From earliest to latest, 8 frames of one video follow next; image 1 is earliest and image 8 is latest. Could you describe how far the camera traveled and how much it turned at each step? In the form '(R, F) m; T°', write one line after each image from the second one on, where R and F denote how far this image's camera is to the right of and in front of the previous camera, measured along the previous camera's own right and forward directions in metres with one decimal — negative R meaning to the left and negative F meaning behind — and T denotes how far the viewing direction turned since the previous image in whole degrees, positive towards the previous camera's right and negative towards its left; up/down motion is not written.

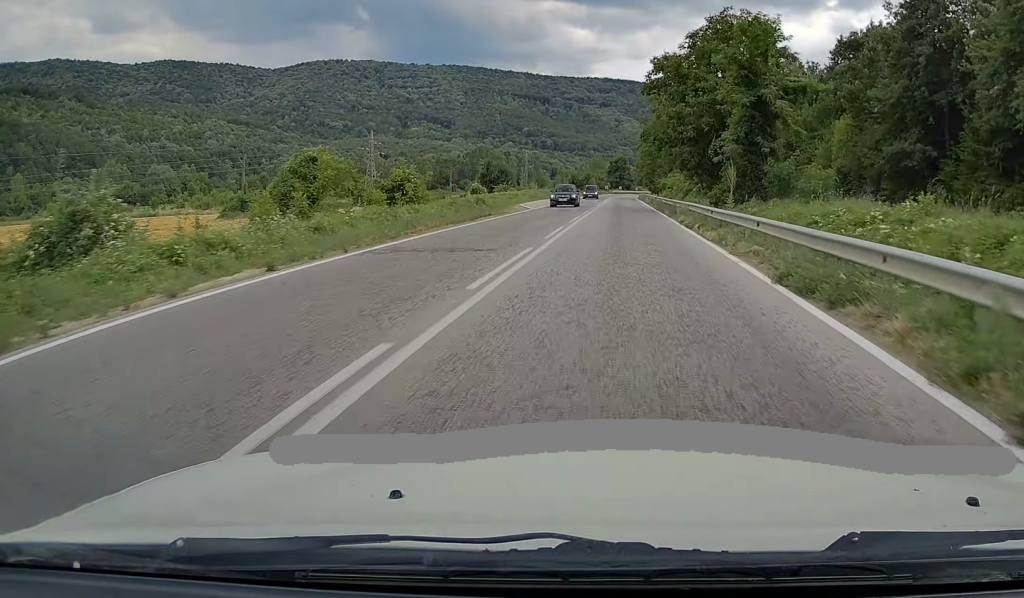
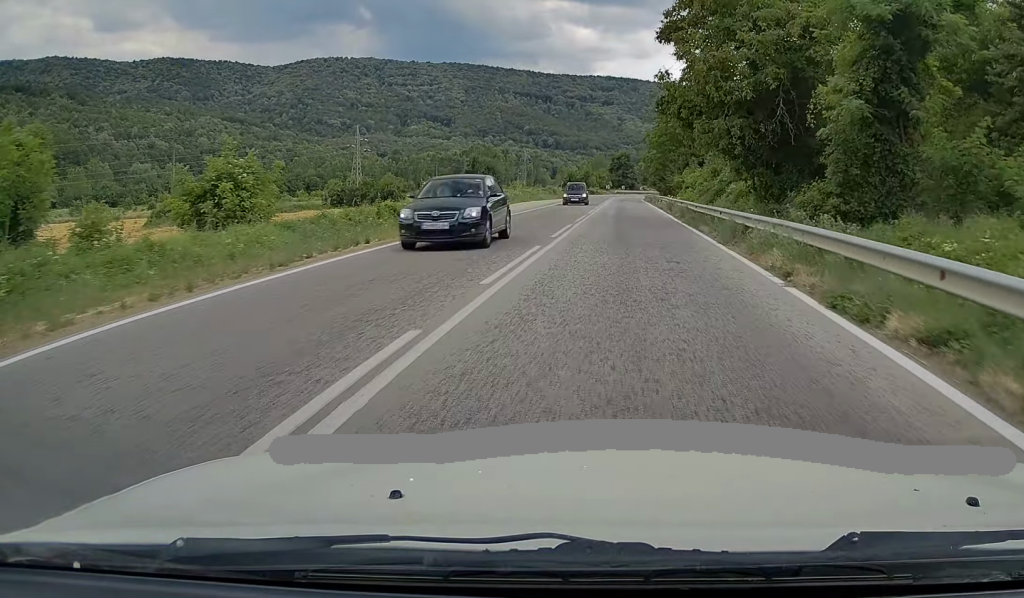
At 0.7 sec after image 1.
(-0.1, +17.1) m; 0°
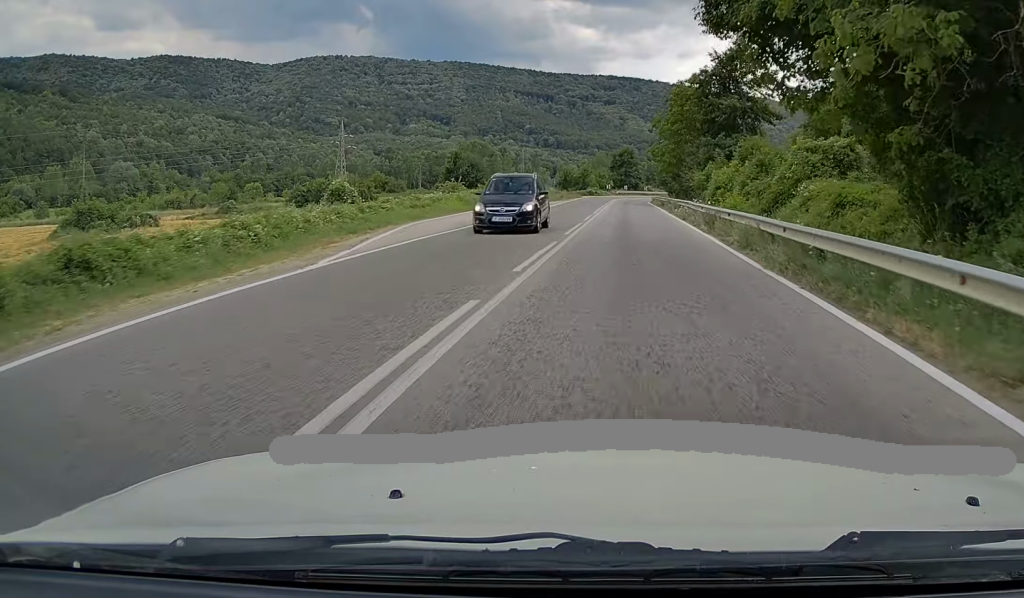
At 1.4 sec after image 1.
(0.0, +16.0) m; 0°
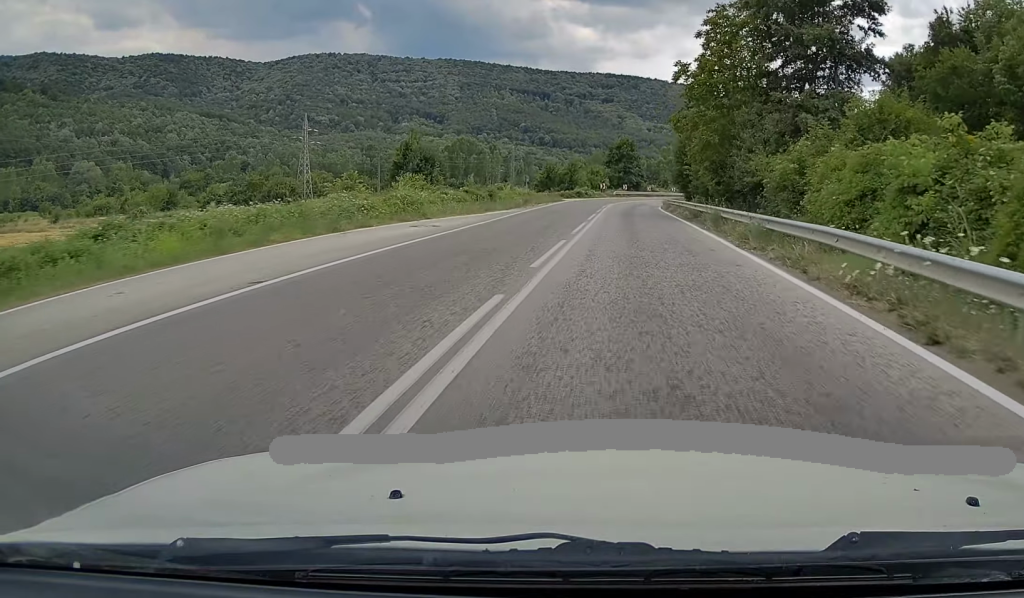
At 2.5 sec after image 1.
(+0.1, +25.9) m; +1°
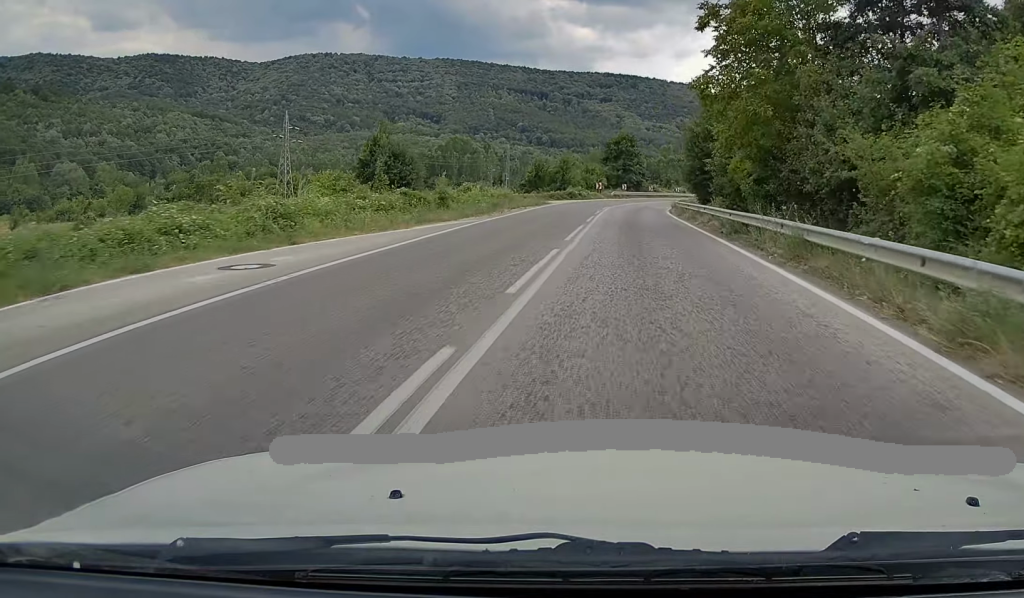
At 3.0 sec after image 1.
(0.0, +11.5) m; +1°
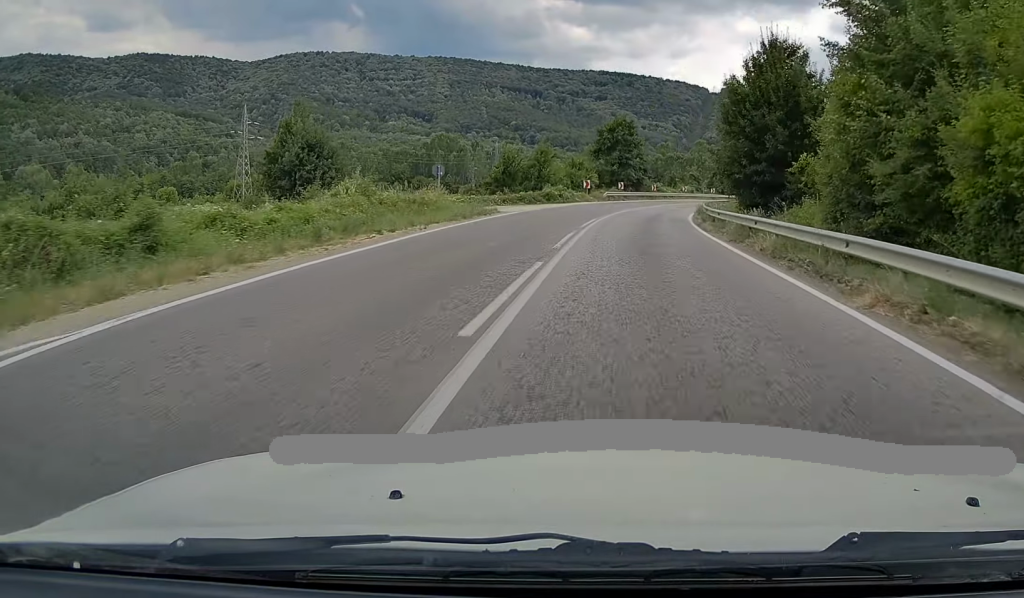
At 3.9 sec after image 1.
(+0.1, +20.5) m; +2°
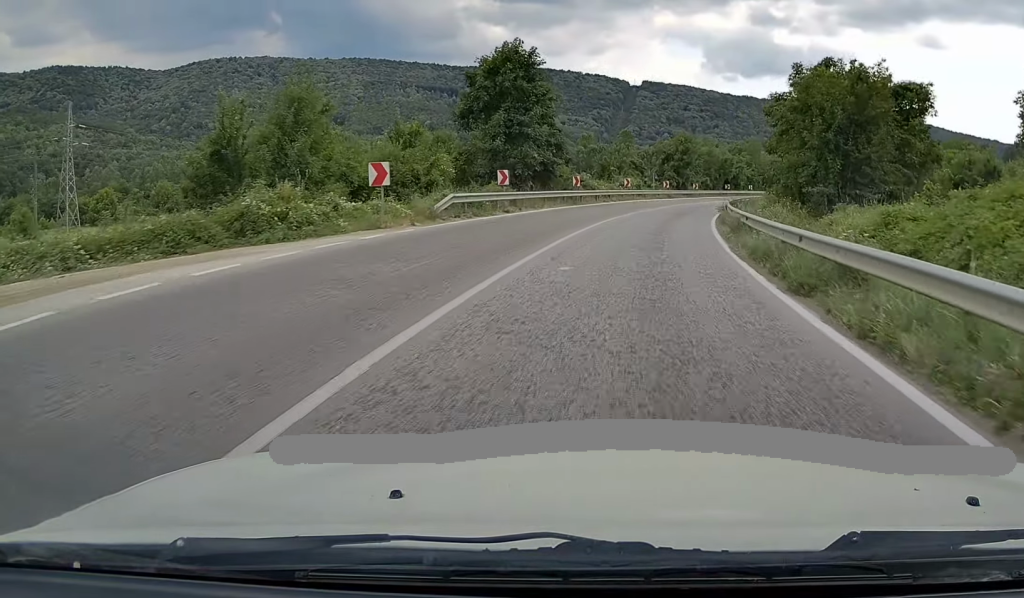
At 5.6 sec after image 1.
(+1.9, +39.3) m; +7°
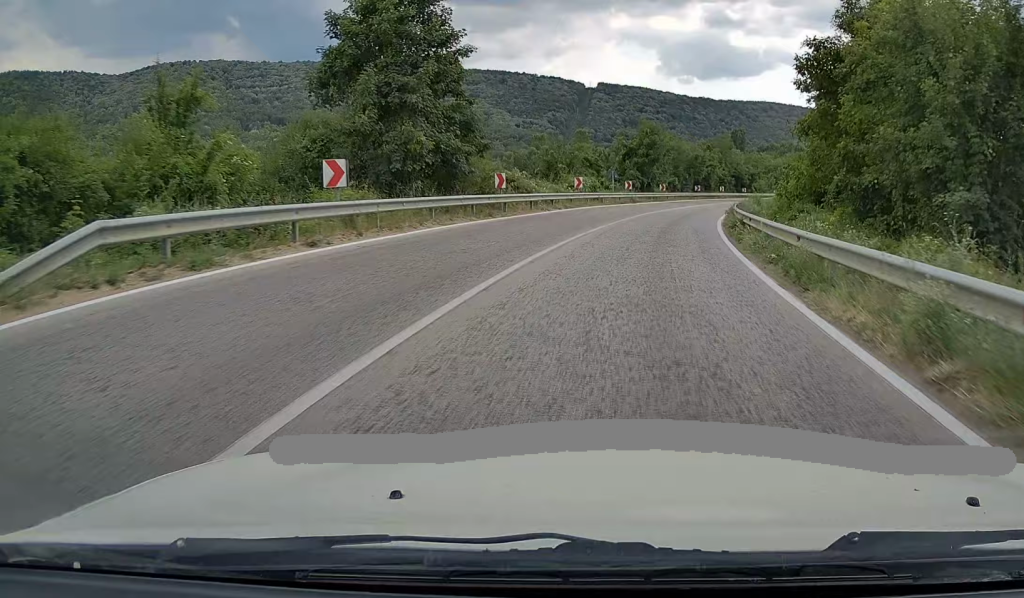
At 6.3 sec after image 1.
(+0.6, +15.5) m; +4°
